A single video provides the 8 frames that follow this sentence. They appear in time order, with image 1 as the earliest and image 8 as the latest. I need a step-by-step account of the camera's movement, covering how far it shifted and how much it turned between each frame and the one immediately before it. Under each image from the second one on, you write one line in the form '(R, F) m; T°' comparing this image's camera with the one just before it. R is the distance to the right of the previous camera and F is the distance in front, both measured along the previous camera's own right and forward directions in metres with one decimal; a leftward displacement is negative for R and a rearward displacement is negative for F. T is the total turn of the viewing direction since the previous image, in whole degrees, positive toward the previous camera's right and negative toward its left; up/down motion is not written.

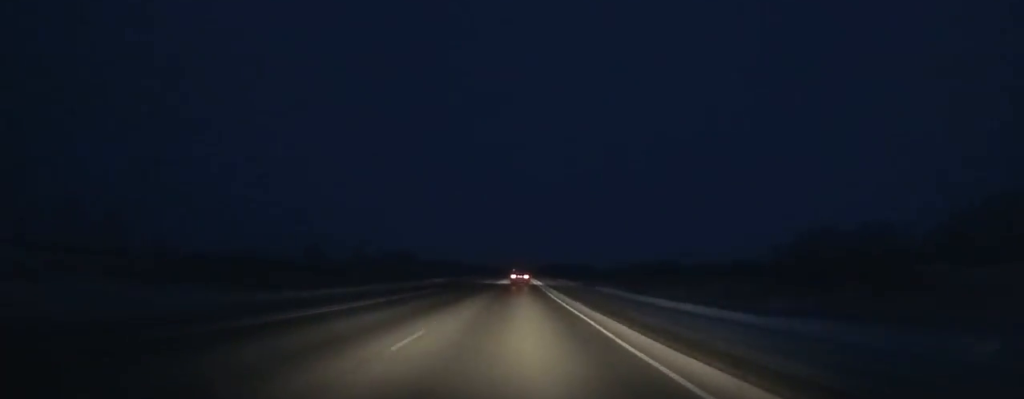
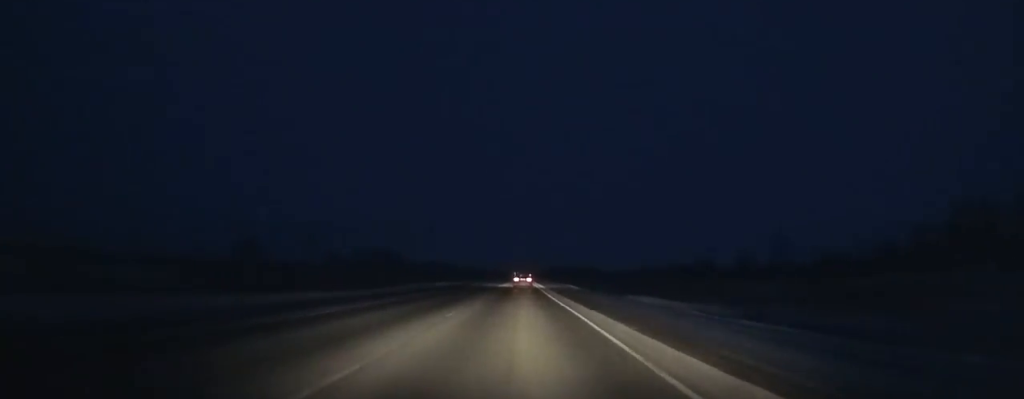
(-0.2, +77.6) m; 0°
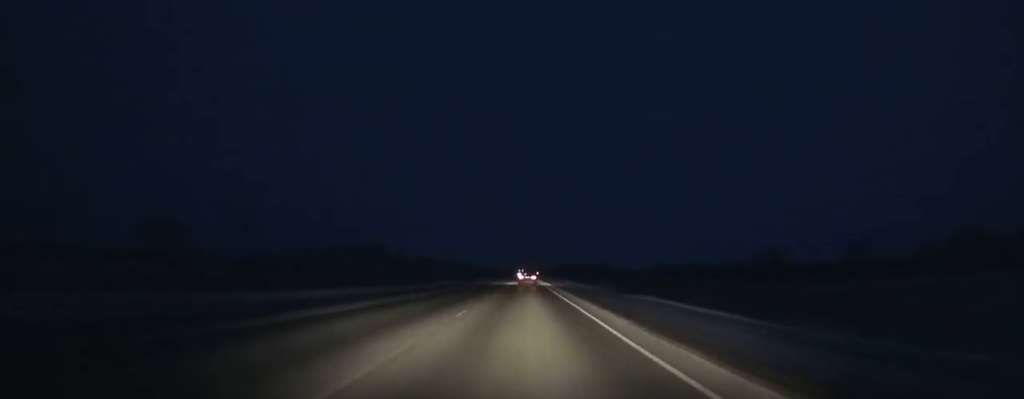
(-0.2, +60.0) m; 0°
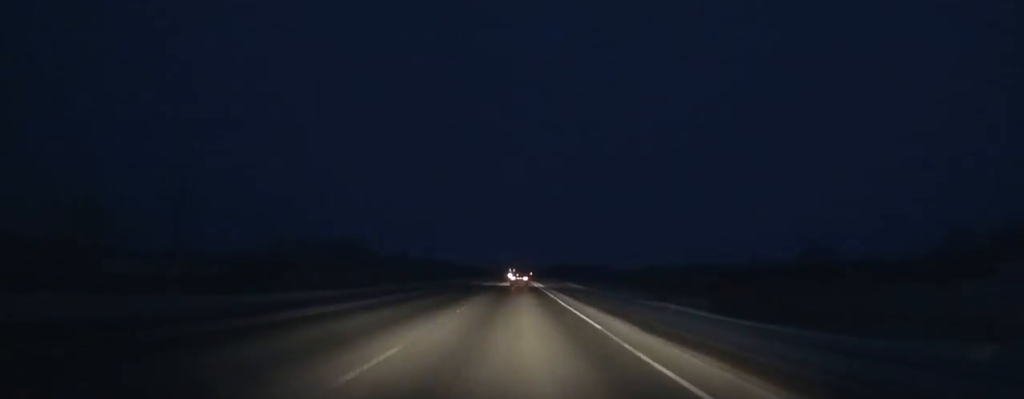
(0.0, +33.4) m; 0°
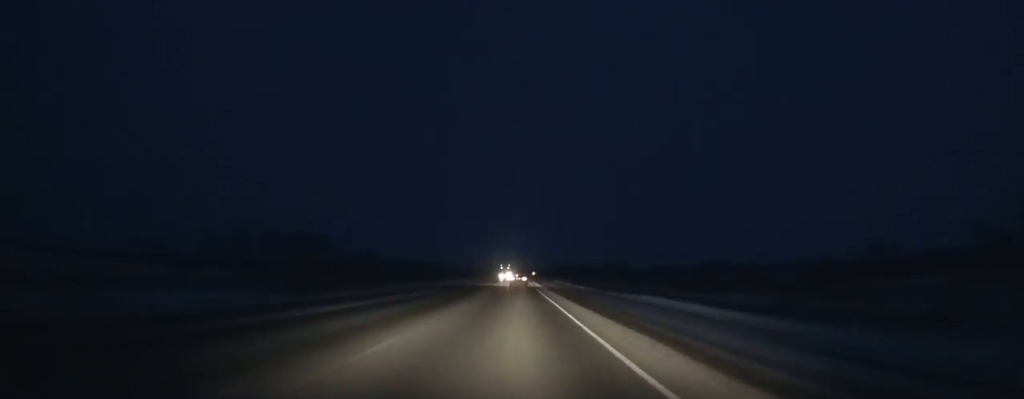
(+0.3, +69.5) m; 0°
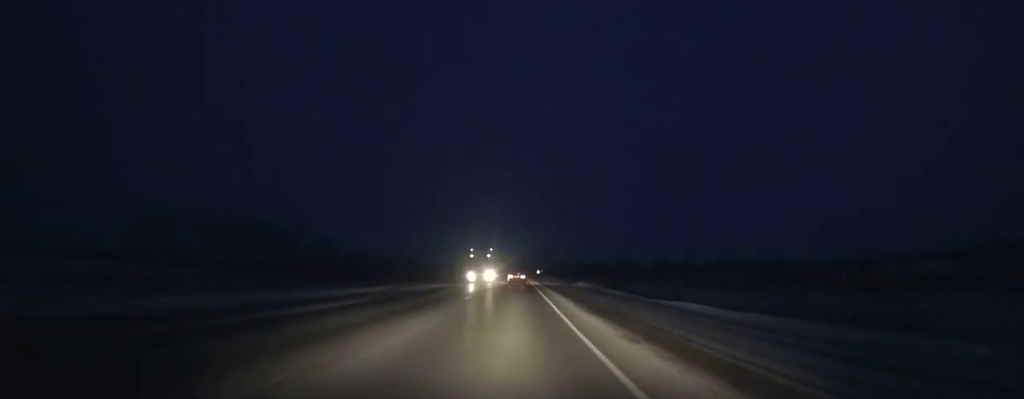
(+0.1, +53.9) m; 0°
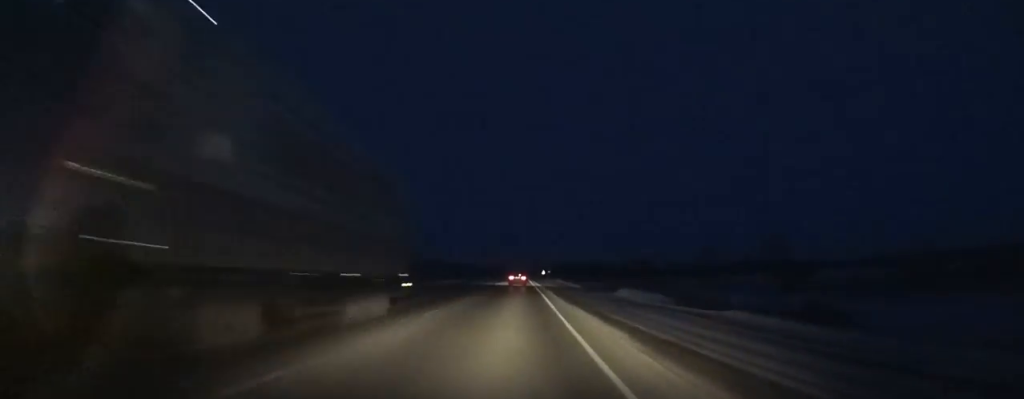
(+0.1, +33.8) m; 0°
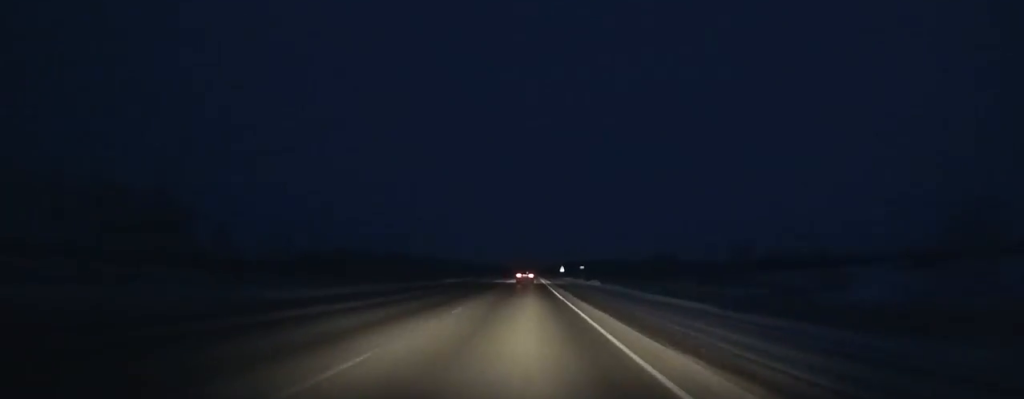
(-0.6, +58.4) m; -1°
